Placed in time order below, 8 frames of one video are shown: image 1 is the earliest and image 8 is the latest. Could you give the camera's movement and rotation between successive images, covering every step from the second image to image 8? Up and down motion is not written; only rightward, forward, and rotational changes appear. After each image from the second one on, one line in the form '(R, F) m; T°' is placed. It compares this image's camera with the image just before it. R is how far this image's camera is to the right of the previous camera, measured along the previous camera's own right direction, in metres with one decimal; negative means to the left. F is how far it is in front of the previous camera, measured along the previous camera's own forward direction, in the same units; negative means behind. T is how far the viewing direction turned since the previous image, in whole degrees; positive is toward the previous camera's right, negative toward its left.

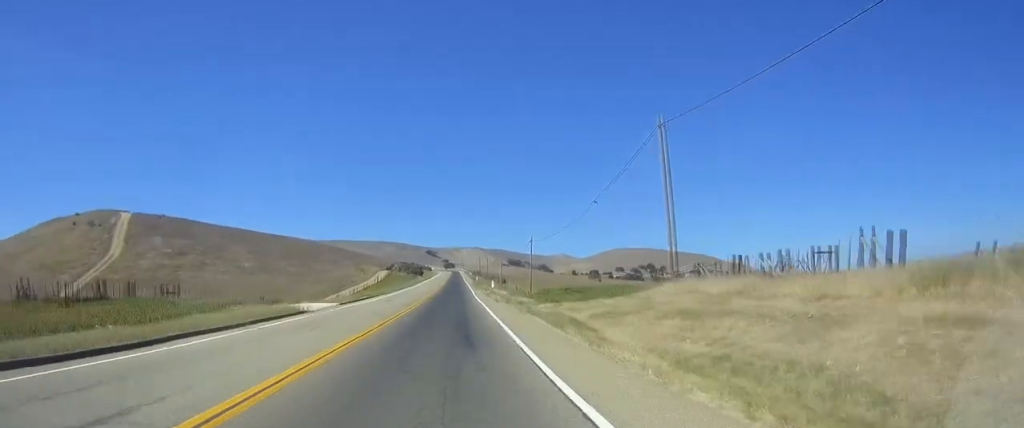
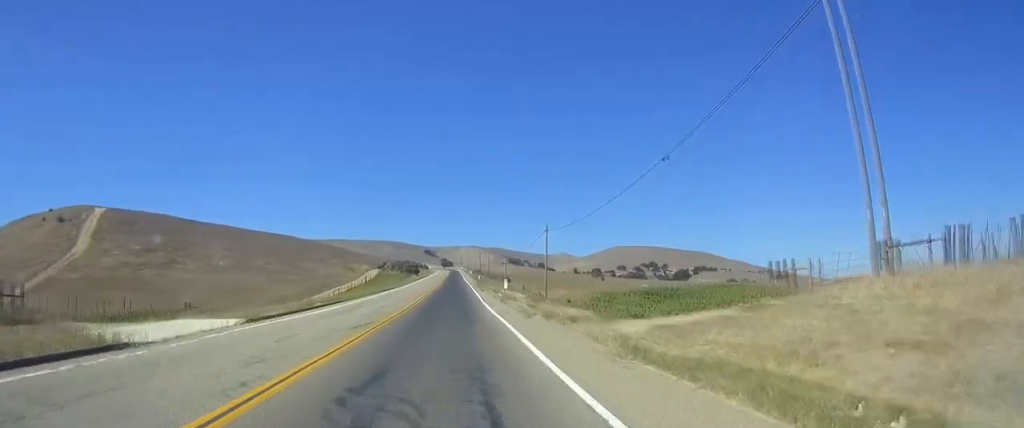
(0.0, +18.6) m; 0°
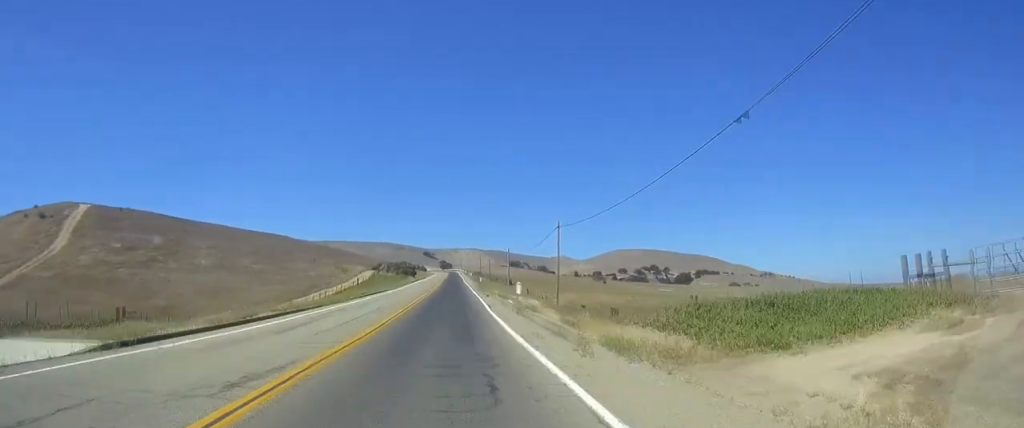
(0.0, +10.1) m; 0°
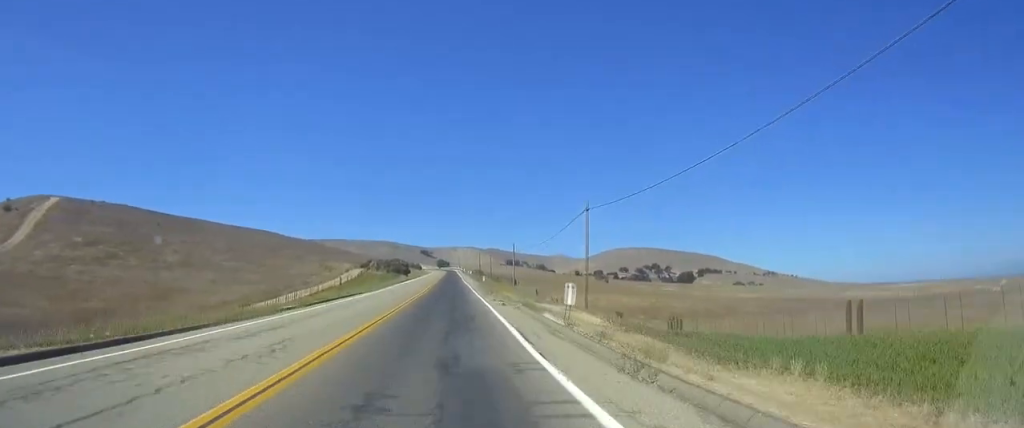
(0.0, +17.1) m; 0°
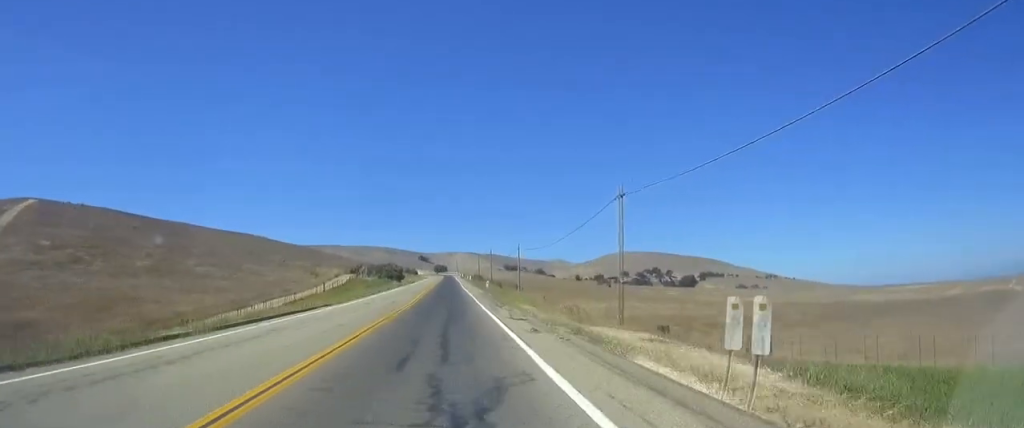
(0.0, +12.4) m; 0°
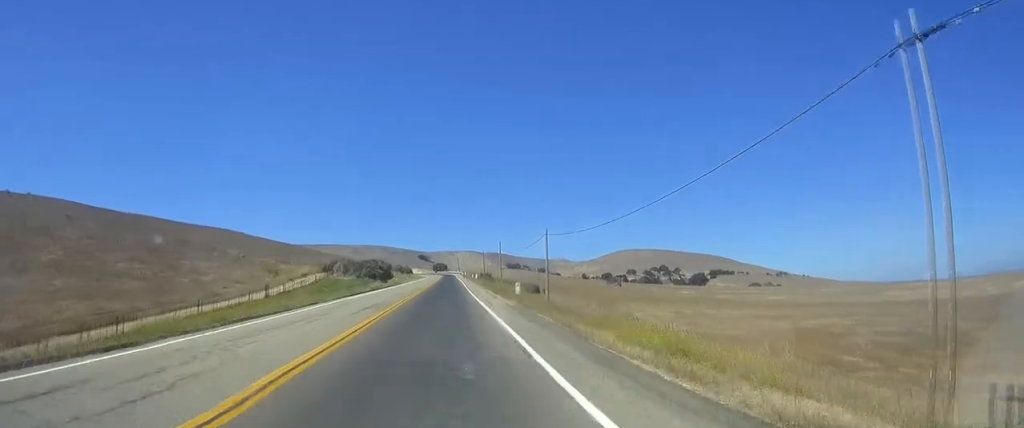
(0.0, +31.0) m; 0°
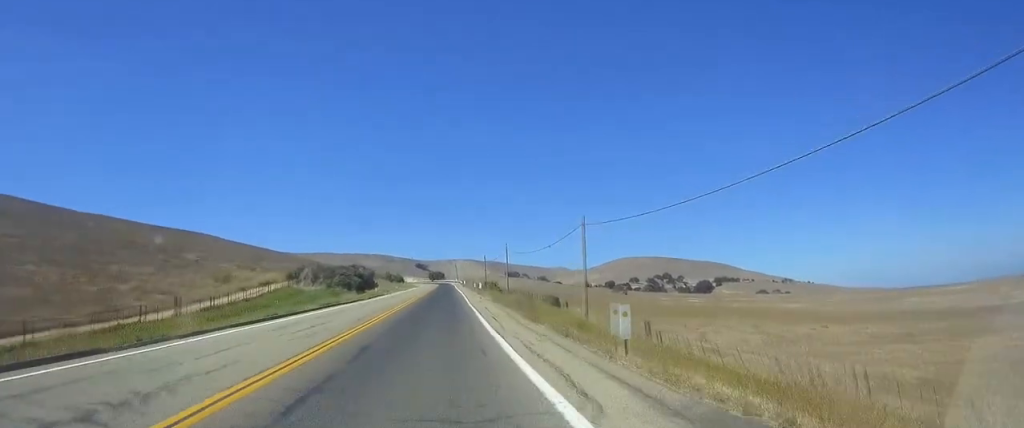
(0.0, +22.4) m; 0°
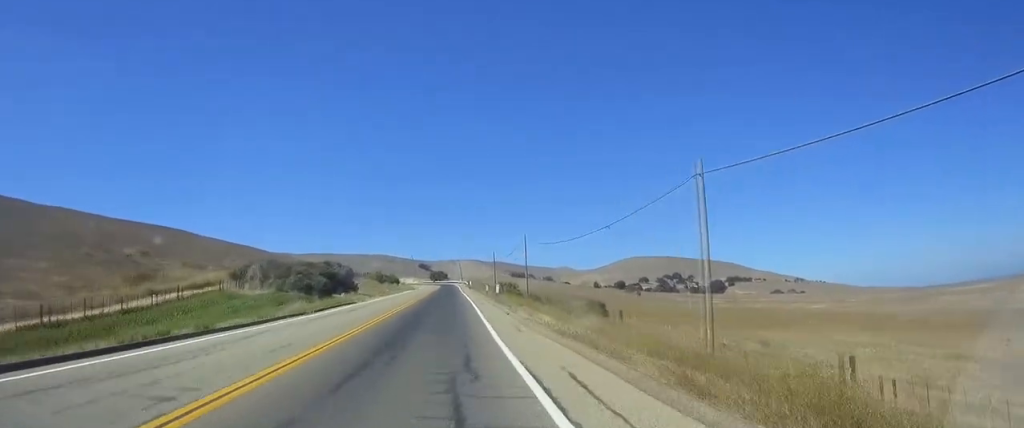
(+0.1, +24.2) m; 0°
